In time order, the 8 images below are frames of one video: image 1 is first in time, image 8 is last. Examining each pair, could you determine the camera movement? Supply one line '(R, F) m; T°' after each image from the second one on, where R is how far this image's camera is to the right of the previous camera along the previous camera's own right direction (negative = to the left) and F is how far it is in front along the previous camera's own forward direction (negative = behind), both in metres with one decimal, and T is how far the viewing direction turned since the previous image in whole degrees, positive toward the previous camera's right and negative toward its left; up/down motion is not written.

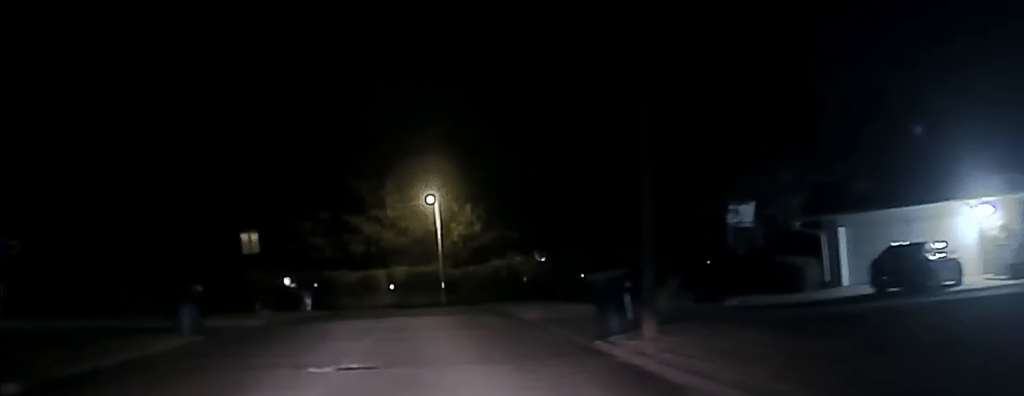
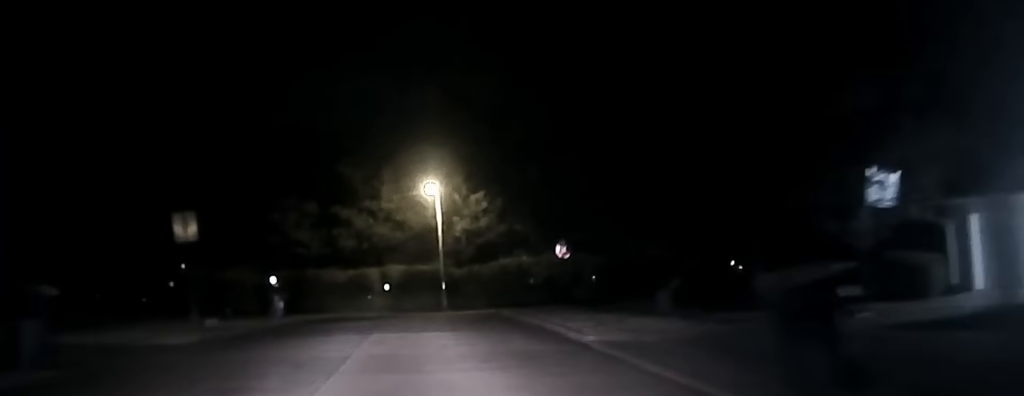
(0.0, +7.3) m; 0°
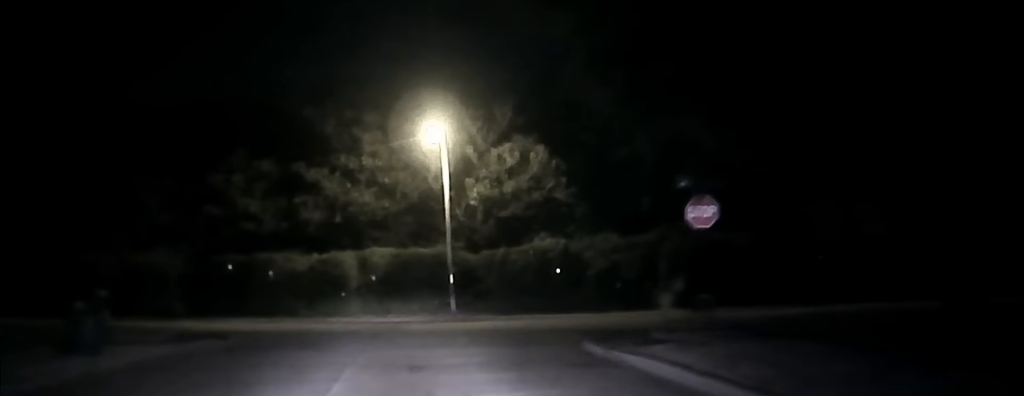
(+0.3, +18.8) m; +2°
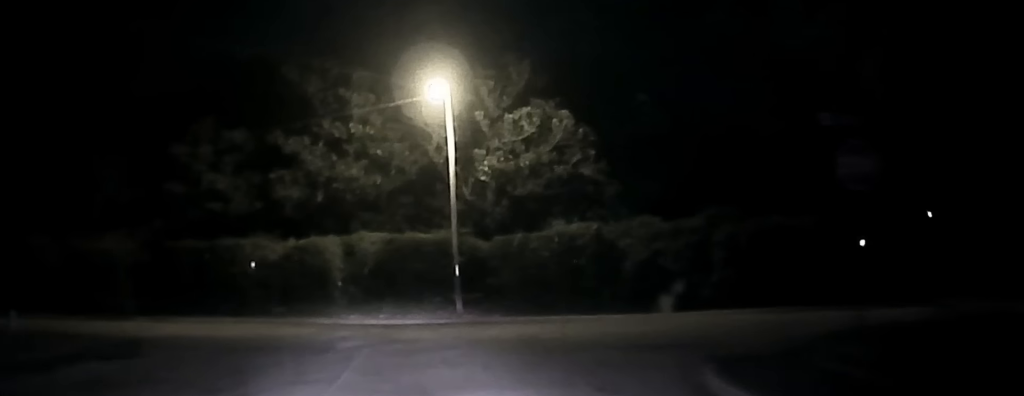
(+0.3, +7.4) m; -1°
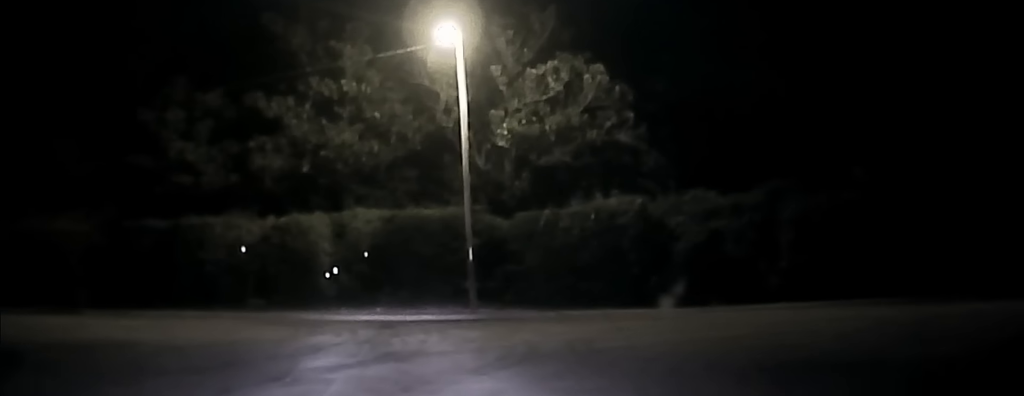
(-0.3, +6.2) m; -4°
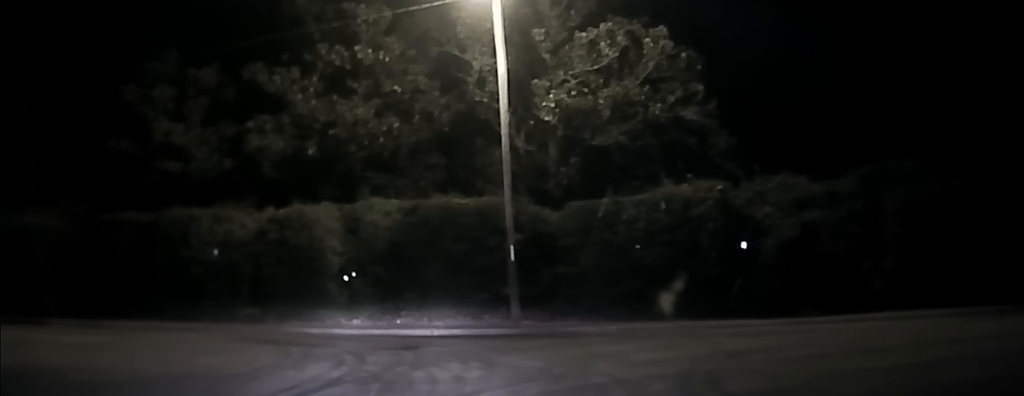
(-0.3, +6.0) m; -8°
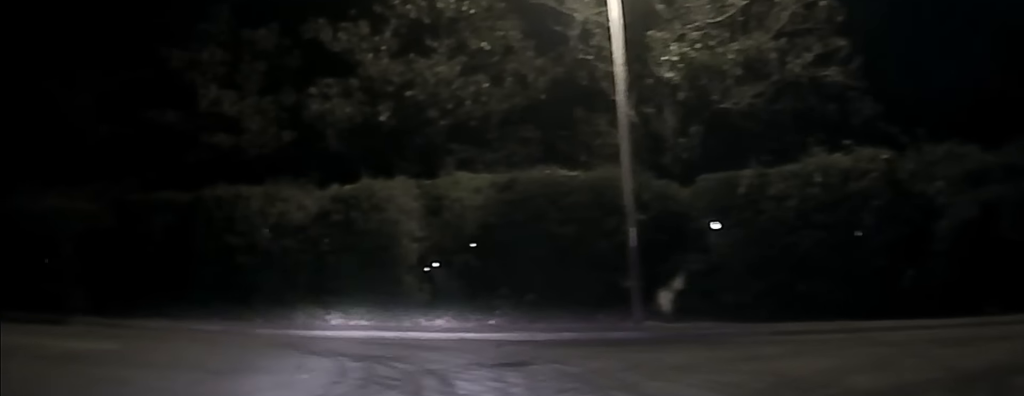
(-0.4, +5.1) m; -15°
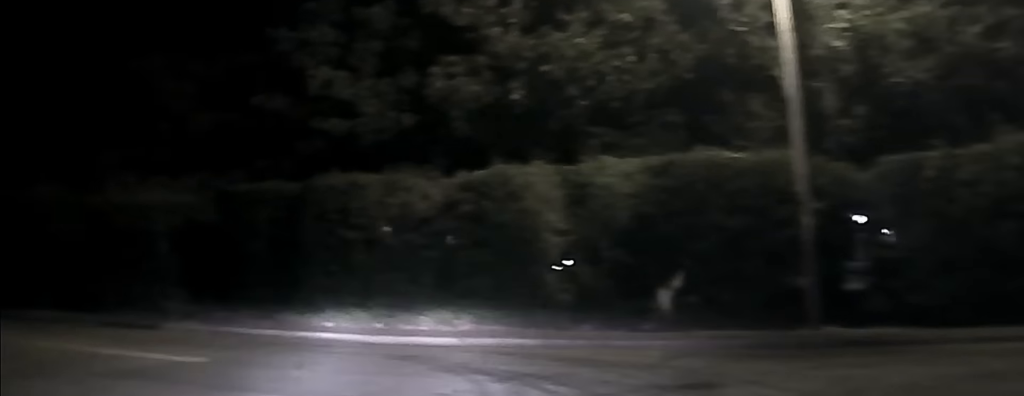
(+0.1, +2.8) m; -14°
